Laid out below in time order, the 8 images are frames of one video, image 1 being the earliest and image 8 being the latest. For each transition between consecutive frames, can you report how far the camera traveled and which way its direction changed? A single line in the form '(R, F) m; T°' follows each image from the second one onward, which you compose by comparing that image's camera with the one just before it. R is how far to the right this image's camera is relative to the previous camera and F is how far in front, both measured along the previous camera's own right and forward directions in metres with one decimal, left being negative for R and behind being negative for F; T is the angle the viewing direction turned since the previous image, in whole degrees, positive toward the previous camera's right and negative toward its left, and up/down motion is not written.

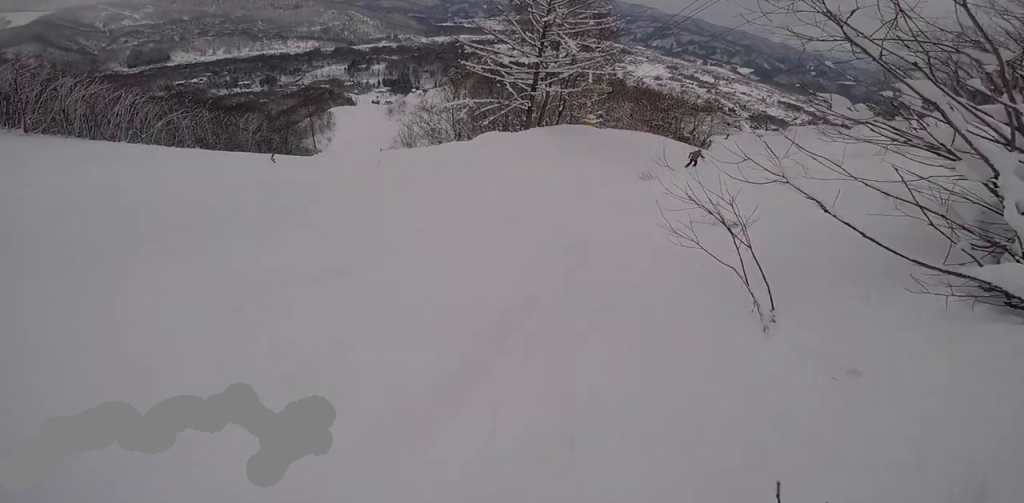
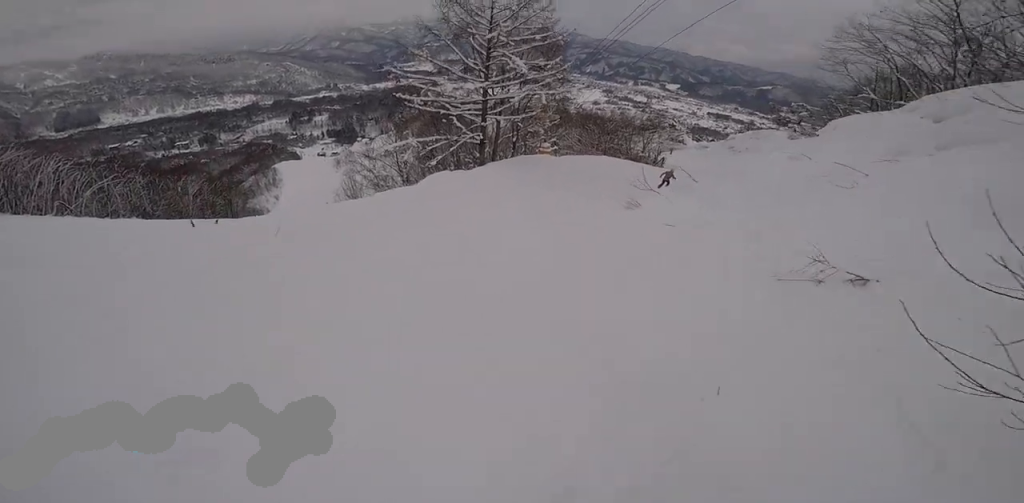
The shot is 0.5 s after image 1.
(0.0, +2.7) m; 0°
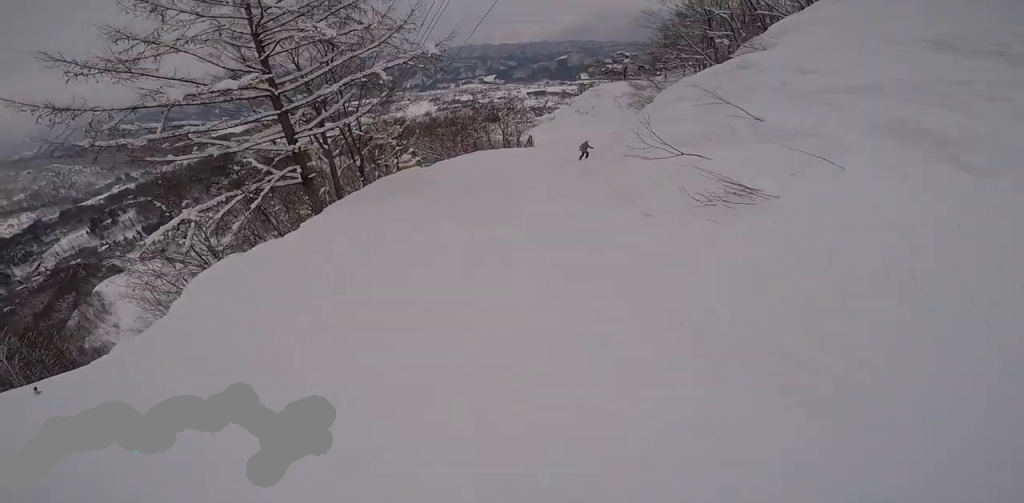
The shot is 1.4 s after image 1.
(0.0, +5.9) m; +2°
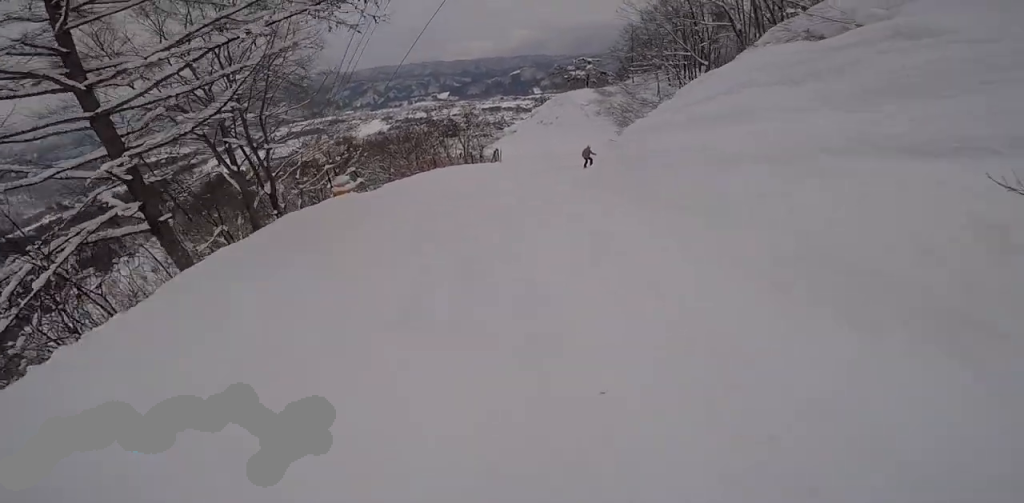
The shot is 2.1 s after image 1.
(0.0, +3.9) m; +5°
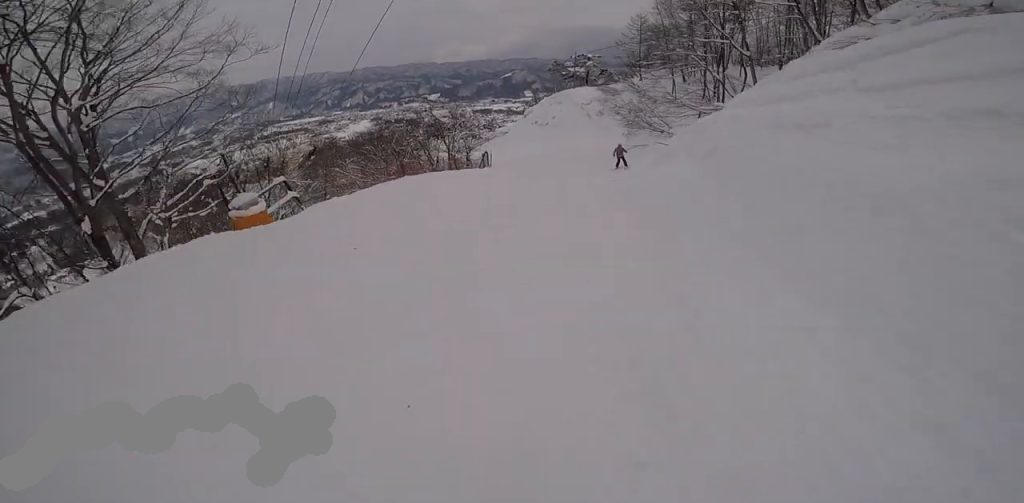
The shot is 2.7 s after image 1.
(+0.2, +4.4) m; +14°
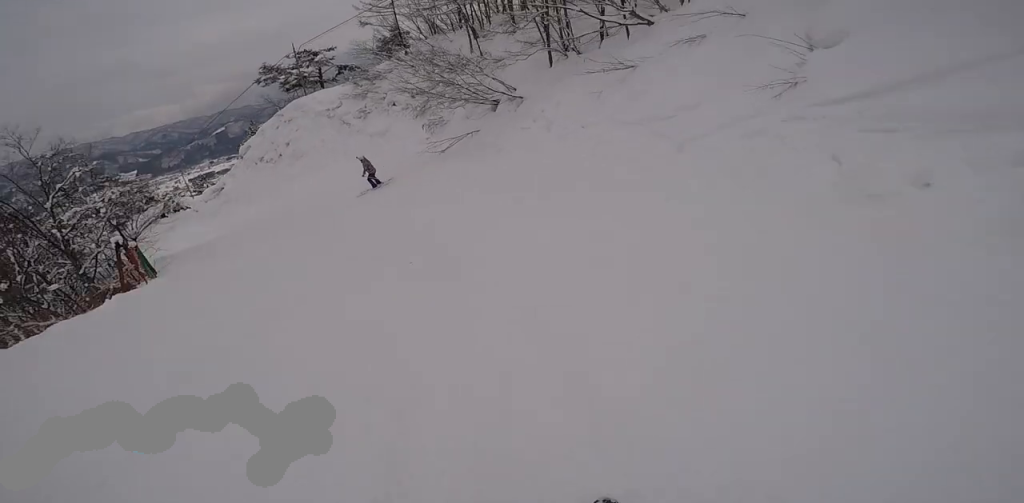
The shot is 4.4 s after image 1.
(+3.9, +11.6) m; +23°
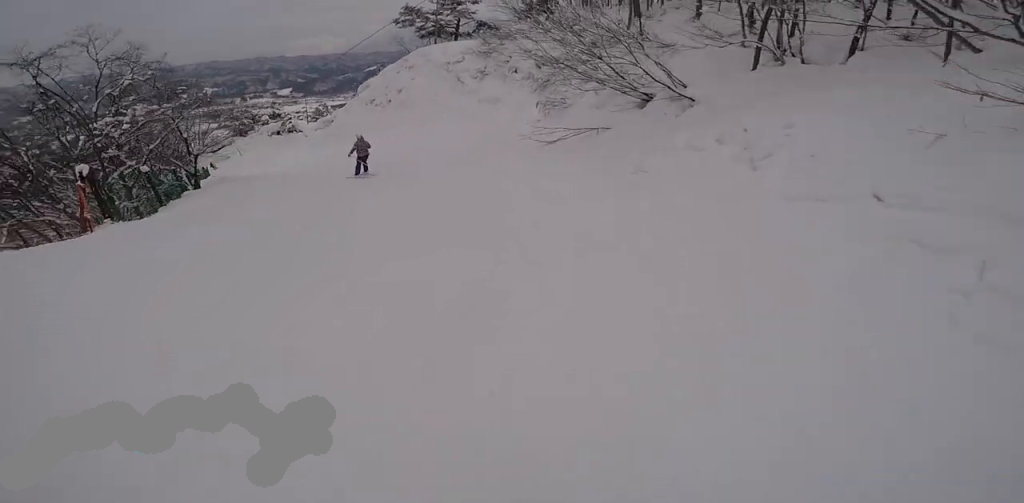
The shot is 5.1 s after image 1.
(+0.3, +4.5) m; -2°
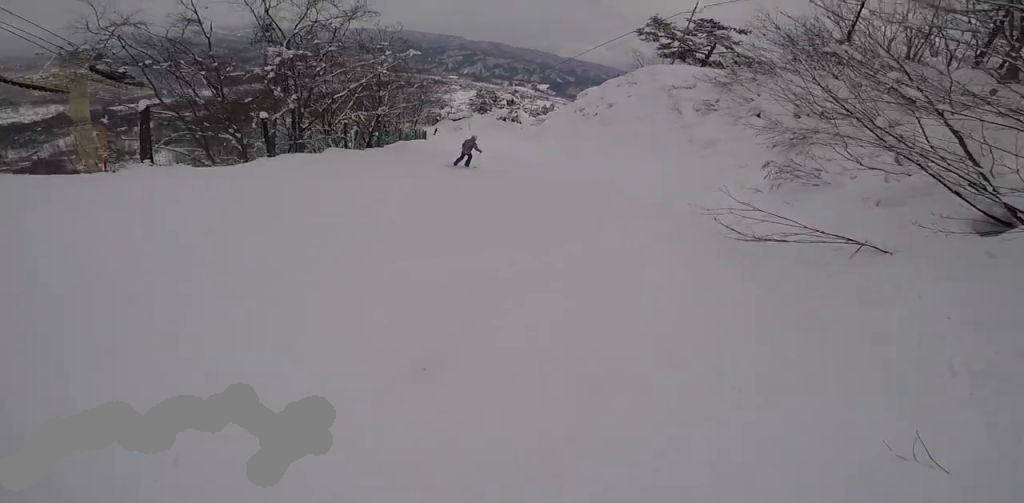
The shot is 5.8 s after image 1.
(-0.6, +4.8) m; -7°
